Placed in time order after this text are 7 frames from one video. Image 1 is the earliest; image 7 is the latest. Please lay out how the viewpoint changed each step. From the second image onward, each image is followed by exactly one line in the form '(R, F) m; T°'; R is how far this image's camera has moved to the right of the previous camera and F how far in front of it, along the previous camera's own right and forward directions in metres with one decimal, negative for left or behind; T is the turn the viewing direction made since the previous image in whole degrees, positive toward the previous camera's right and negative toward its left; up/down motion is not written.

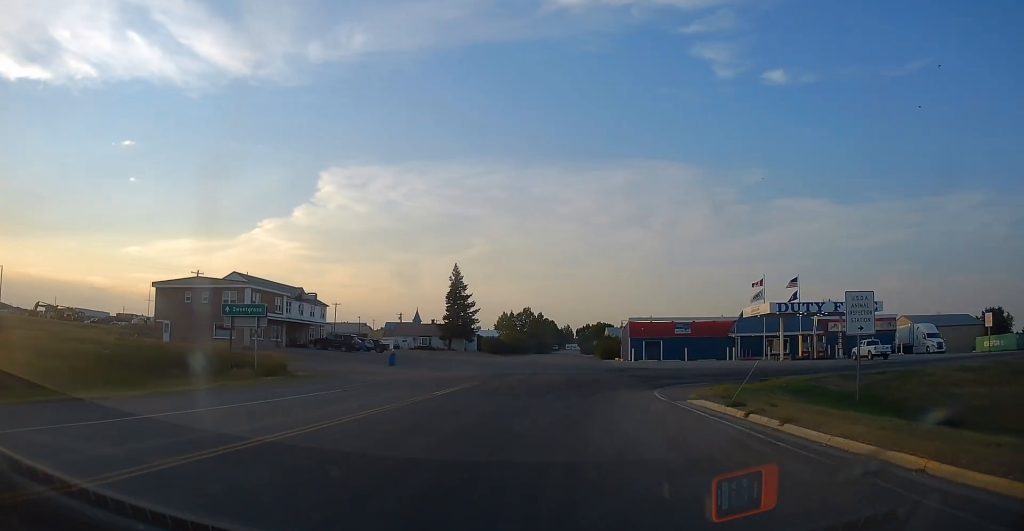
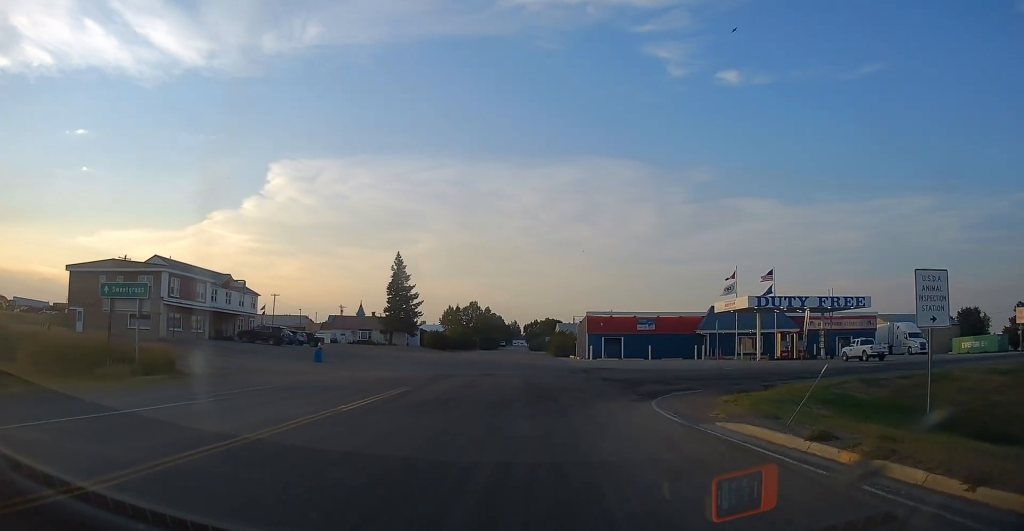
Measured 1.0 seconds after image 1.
(+0.2, +6.6) m; +3°
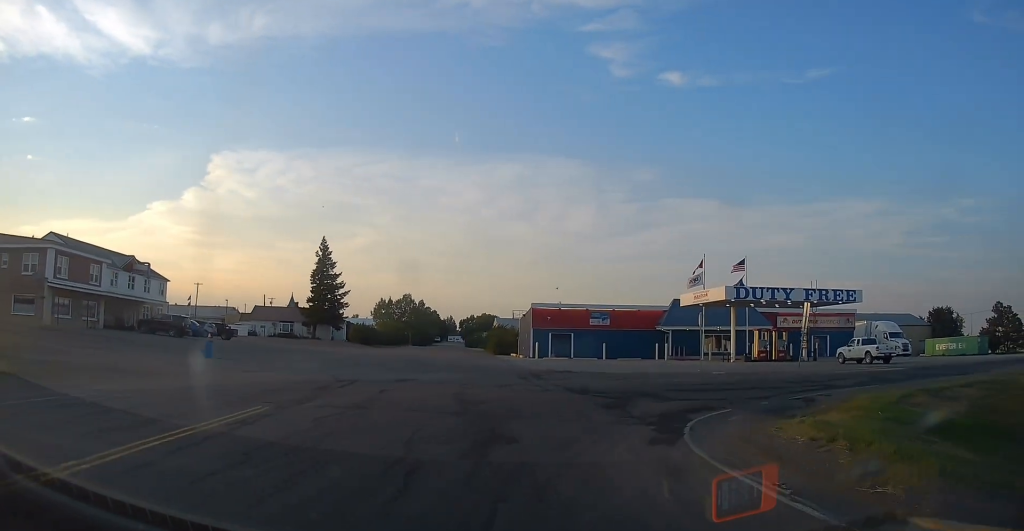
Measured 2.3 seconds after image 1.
(+0.4, +9.0) m; +9°
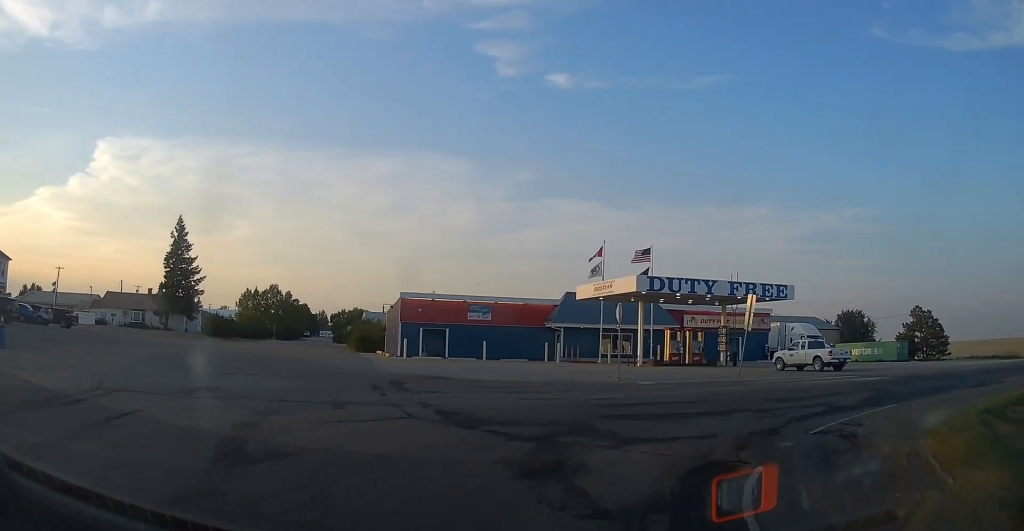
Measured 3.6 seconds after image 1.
(+0.7, +9.1) m; +7°
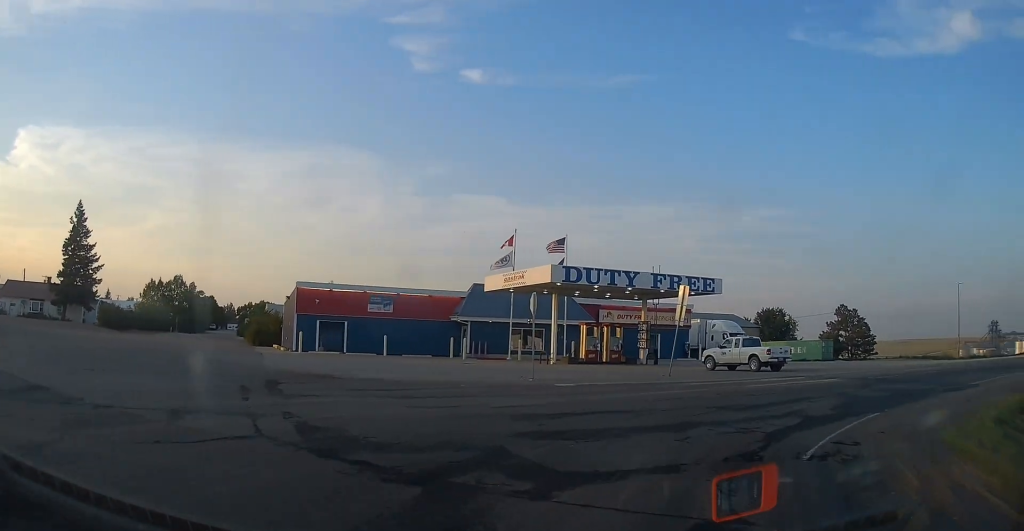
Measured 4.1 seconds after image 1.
(-0.1, +3.8) m; +5°
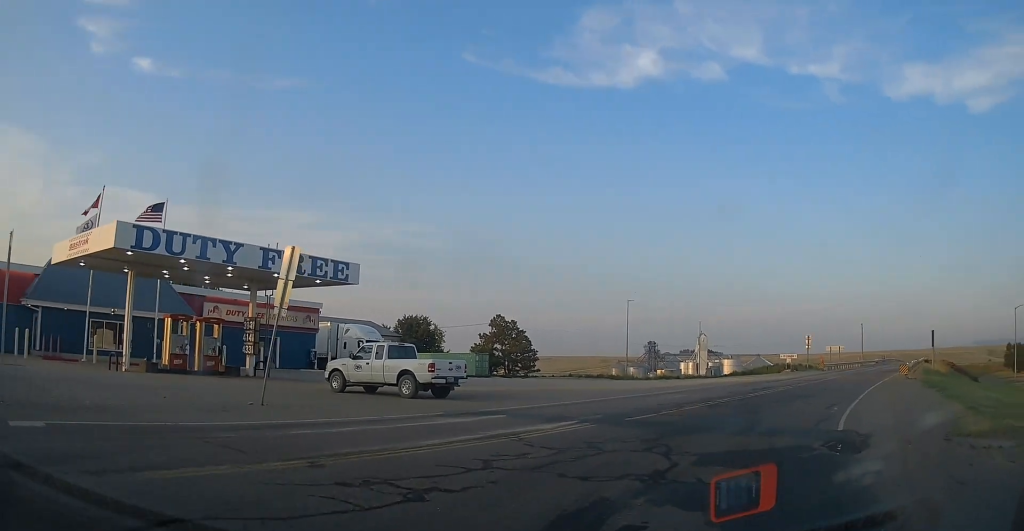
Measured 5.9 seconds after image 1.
(+2.9, +11.8) m; +30°
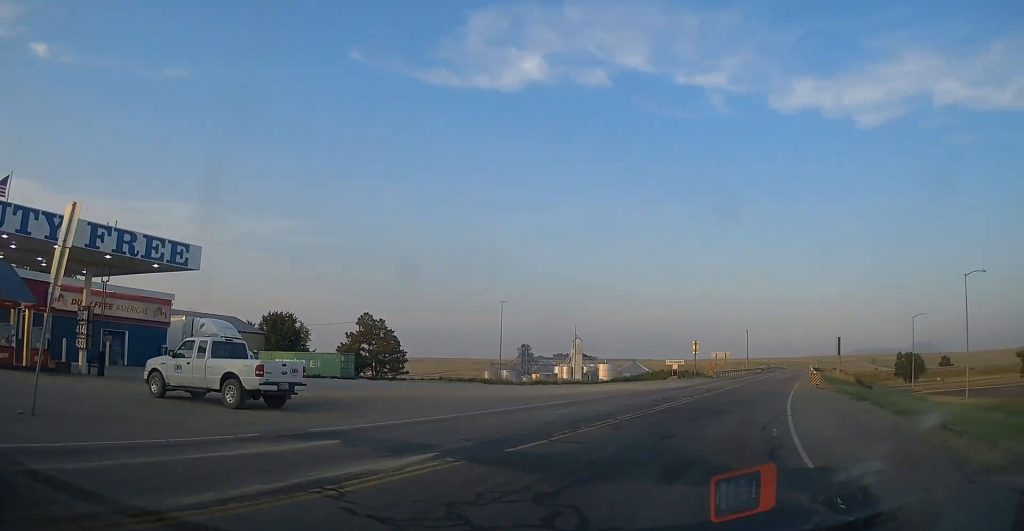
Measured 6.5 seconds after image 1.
(+0.2, +4.0) m; +11°
